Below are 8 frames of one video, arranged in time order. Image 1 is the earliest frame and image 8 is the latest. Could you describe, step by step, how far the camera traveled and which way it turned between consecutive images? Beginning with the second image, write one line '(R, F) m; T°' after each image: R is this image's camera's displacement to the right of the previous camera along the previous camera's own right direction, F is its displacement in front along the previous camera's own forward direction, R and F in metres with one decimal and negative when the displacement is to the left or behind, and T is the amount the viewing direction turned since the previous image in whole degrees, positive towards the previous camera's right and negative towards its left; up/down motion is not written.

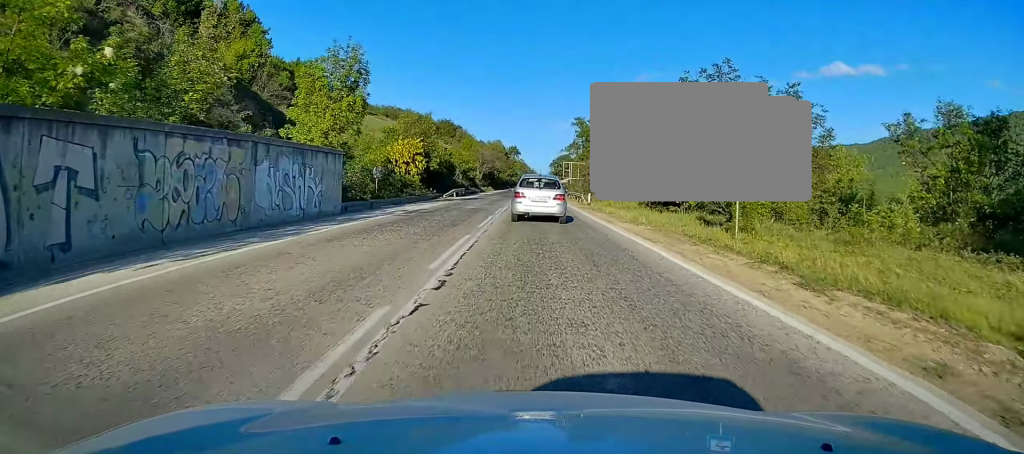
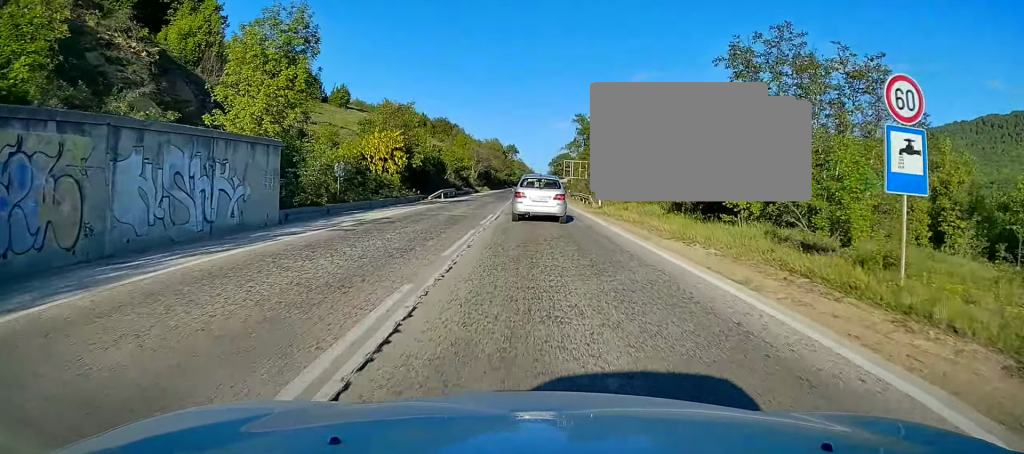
(0.0, +7.4) m; 0°
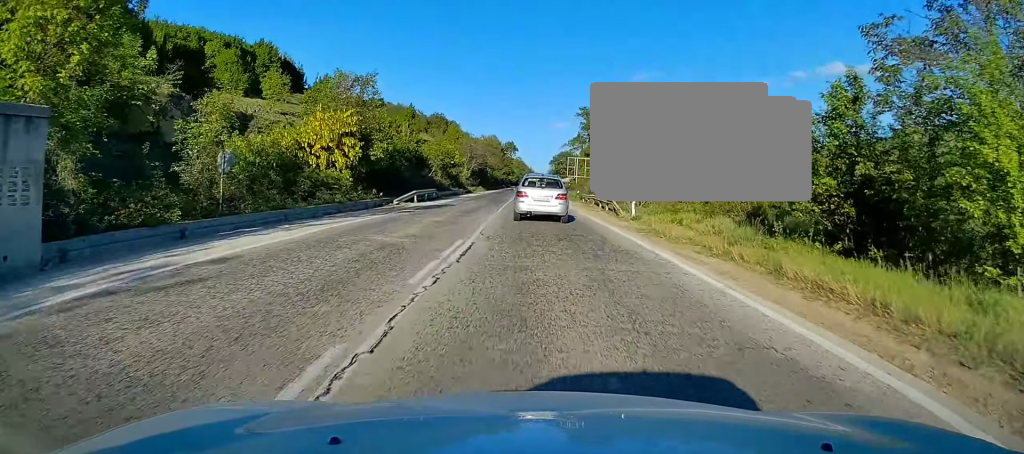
(0.0, +12.0) m; 0°
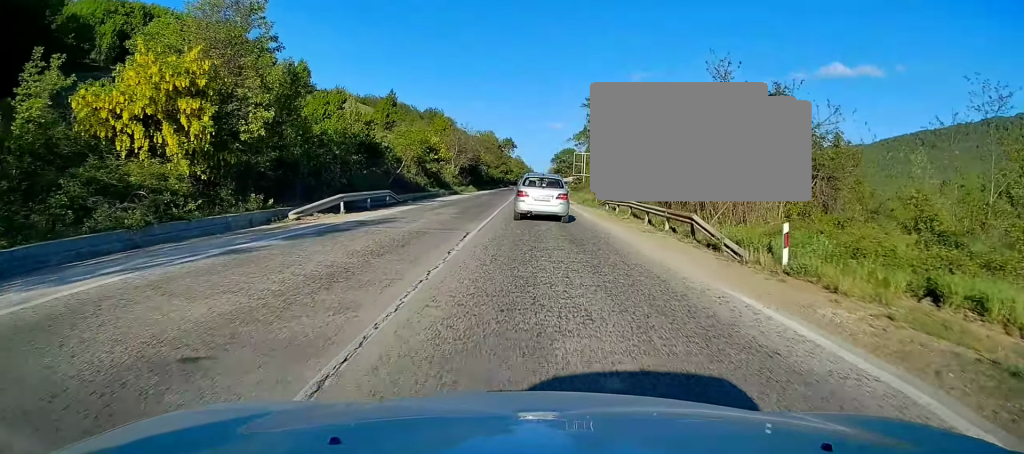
(0.0, +15.4) m; 0°
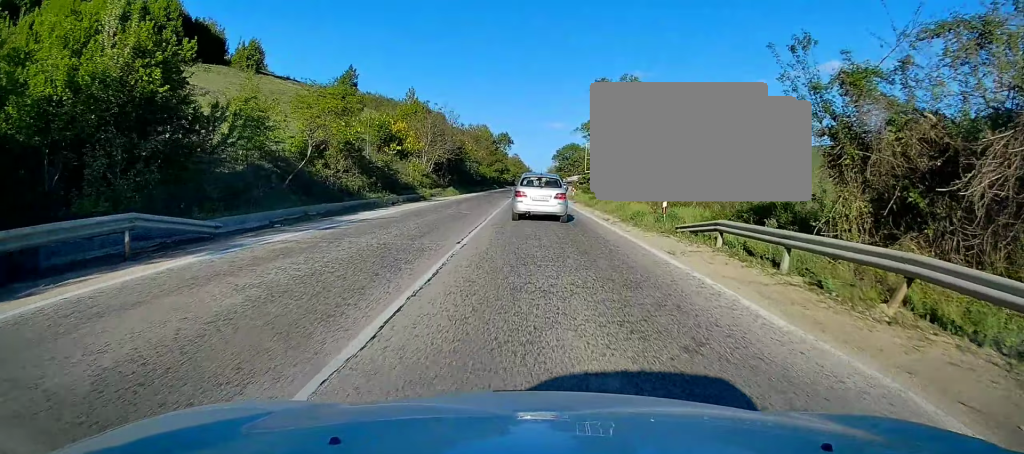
(0.0, +20.9) m; 0°
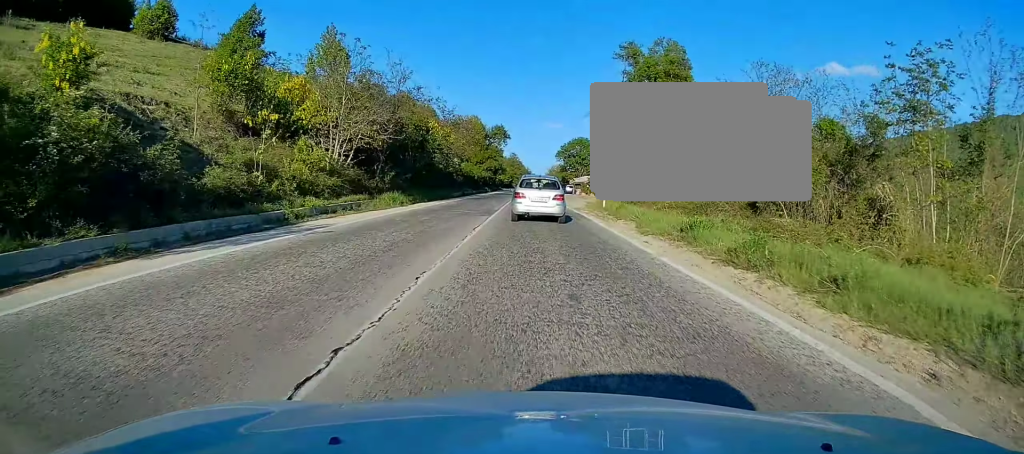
(0.0, +26.9) m; 0°
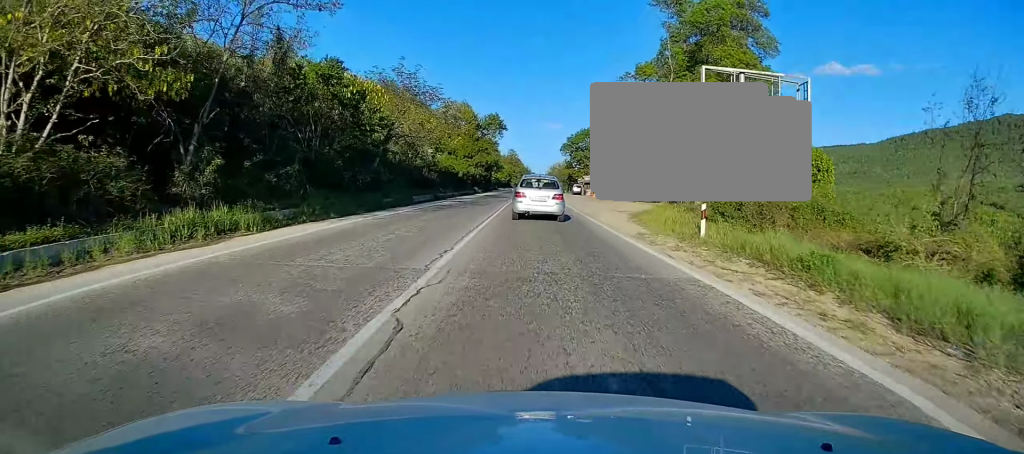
(+0.3, +21.8) m; +1°
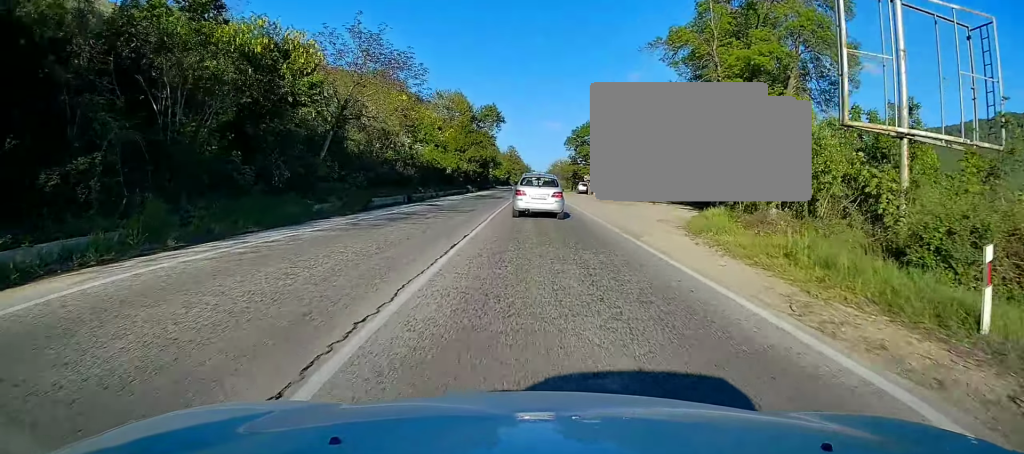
(+0.2, +11.1) m; 0°
